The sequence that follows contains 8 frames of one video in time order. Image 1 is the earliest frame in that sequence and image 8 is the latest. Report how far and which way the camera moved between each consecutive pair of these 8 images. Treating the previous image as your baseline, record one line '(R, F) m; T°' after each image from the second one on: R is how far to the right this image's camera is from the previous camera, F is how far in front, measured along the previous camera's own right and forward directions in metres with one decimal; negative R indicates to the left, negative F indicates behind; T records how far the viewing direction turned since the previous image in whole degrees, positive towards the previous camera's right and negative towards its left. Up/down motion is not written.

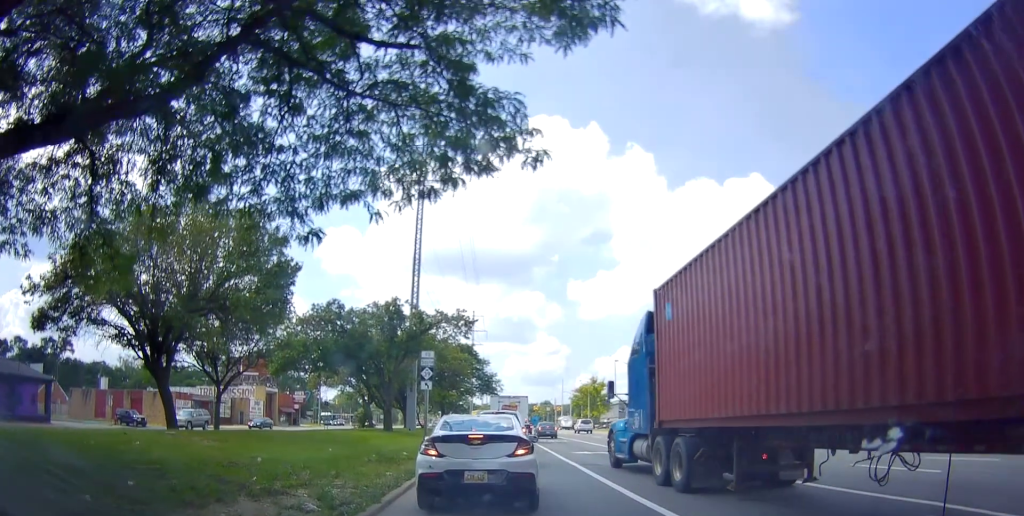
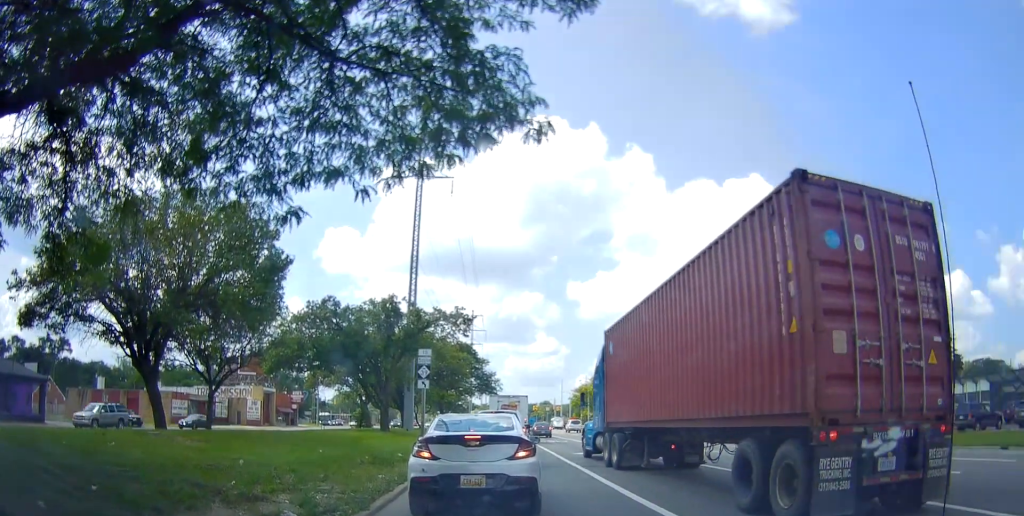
(0.0, +1.9) m; 0°
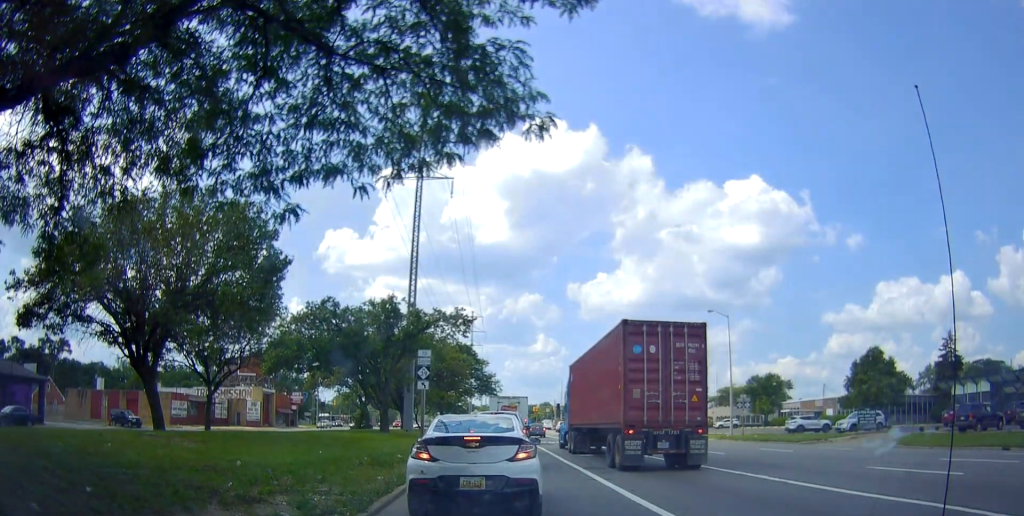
(0.0, +1.0) m; 0°
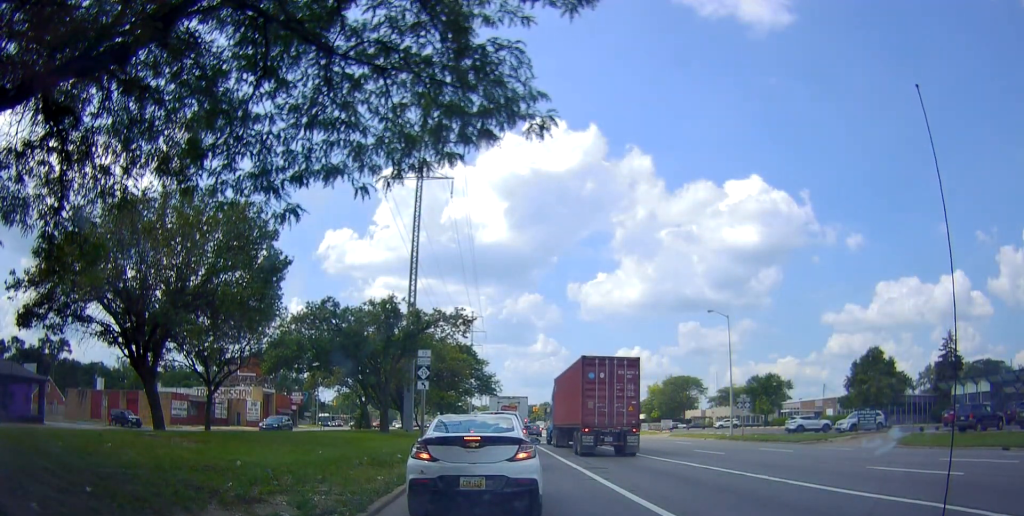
(0.0, 0.0) m; 0°
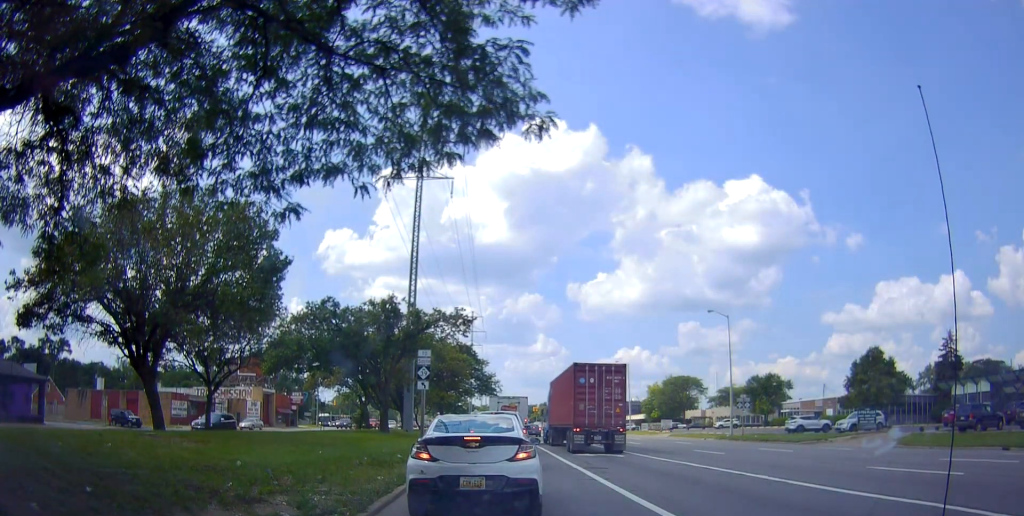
(0.0, 0.0) m; 0°
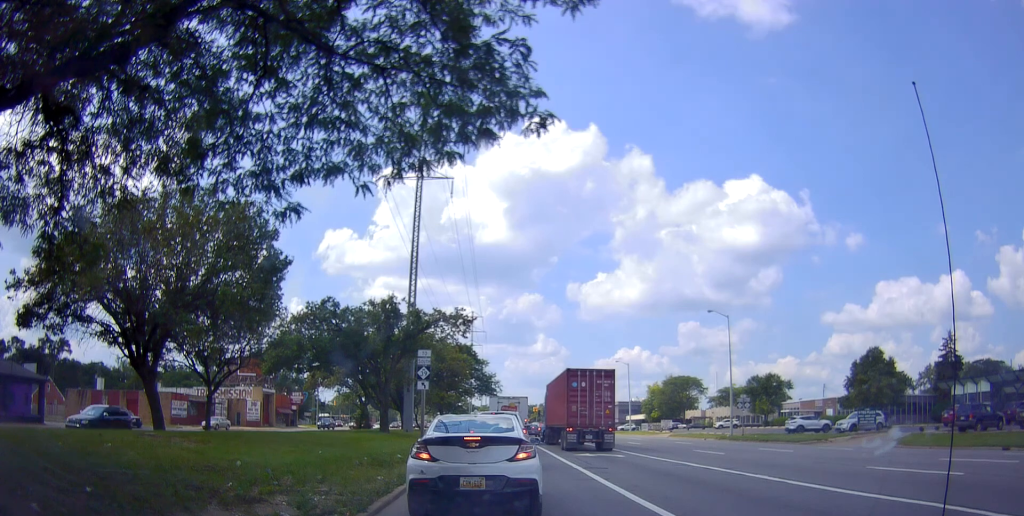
(0.0, 0.0) m; 0°
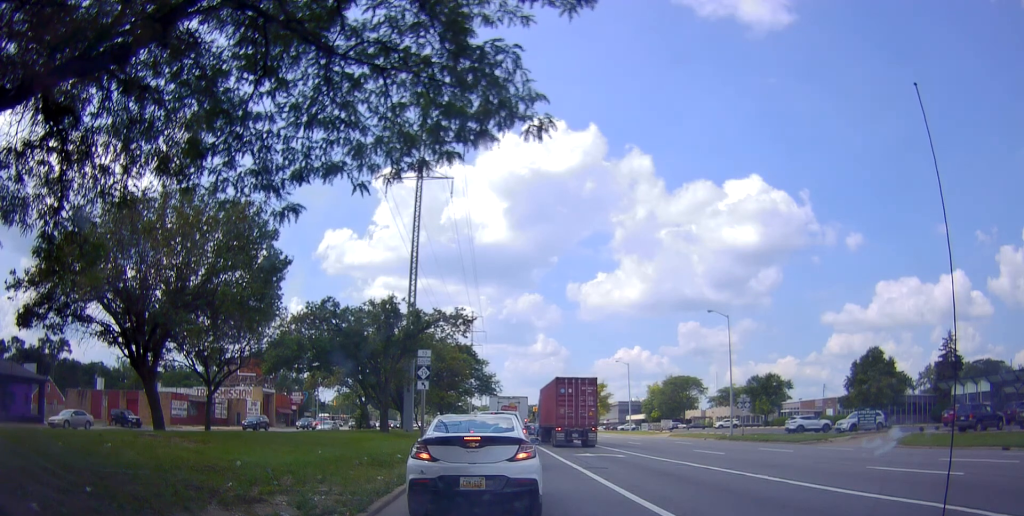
(0.0, 0.0) m; 0°
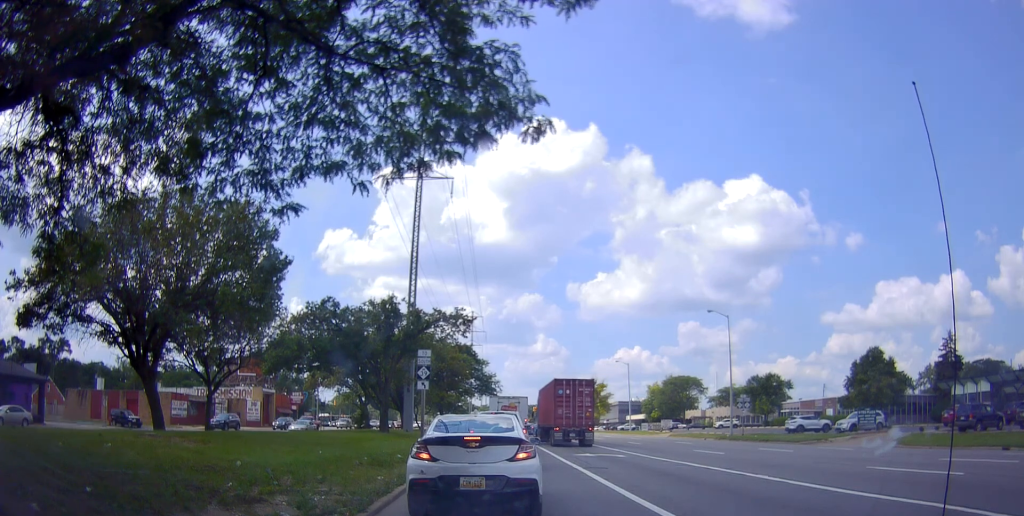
(0.0, 0.0) m; 0°
